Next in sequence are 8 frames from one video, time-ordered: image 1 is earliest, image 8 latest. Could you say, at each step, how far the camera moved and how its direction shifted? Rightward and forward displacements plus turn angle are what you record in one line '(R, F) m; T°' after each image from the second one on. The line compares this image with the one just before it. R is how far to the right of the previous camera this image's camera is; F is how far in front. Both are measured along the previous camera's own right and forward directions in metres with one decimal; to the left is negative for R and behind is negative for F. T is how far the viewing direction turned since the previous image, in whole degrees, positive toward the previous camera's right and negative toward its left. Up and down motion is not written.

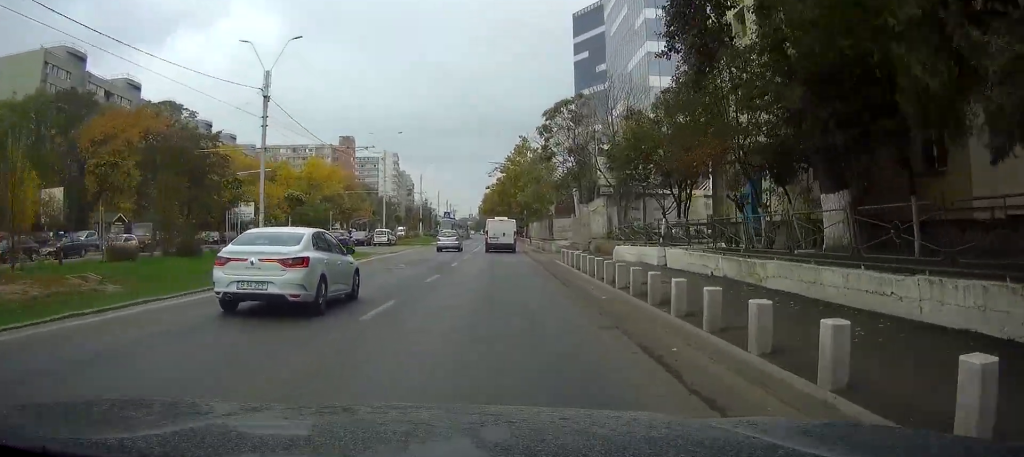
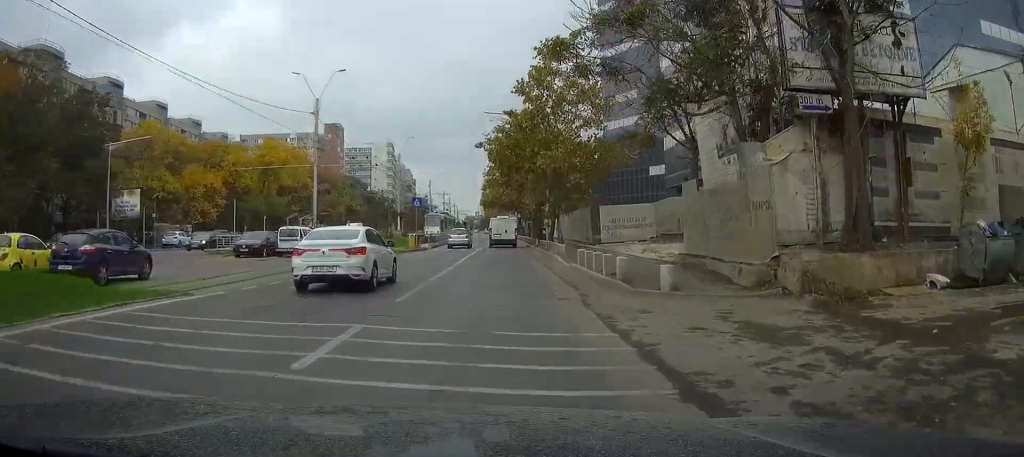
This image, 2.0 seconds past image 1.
(-0.2, +31.0) m; 0°
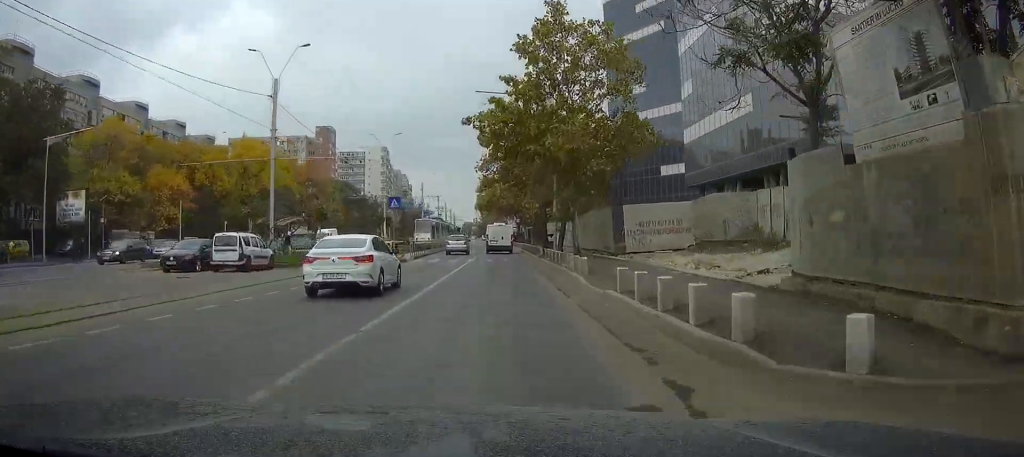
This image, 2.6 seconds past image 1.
(+0.1, +8.6) m; 0°
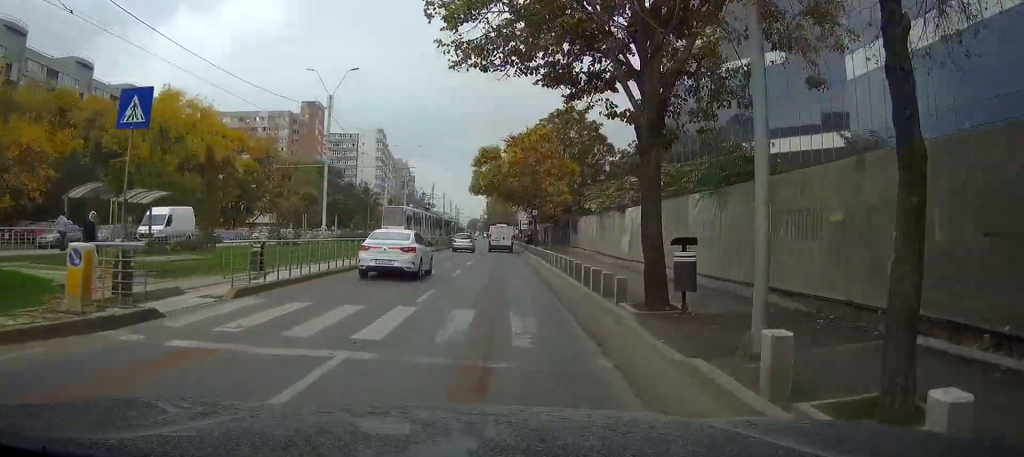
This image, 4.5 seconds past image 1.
(-0.3, +28.4) m; -1°
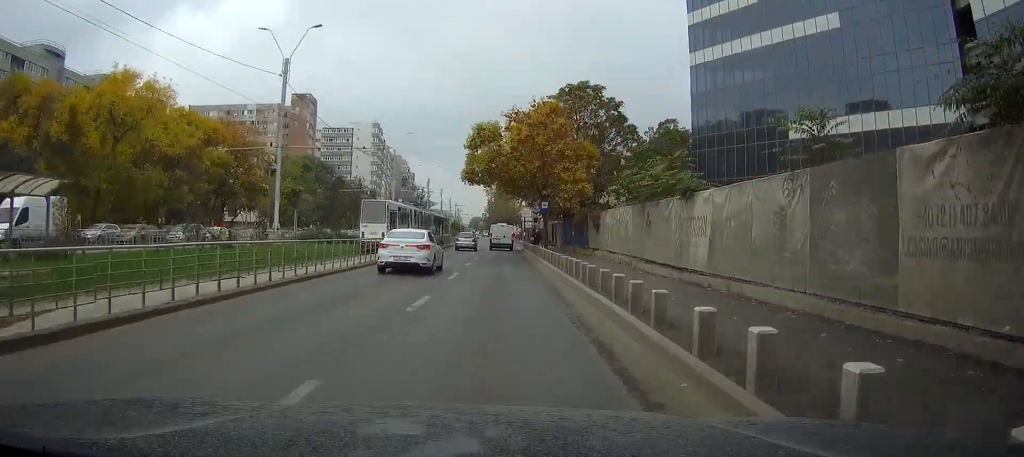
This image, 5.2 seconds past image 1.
(-0.1, +10.8) m; 0°
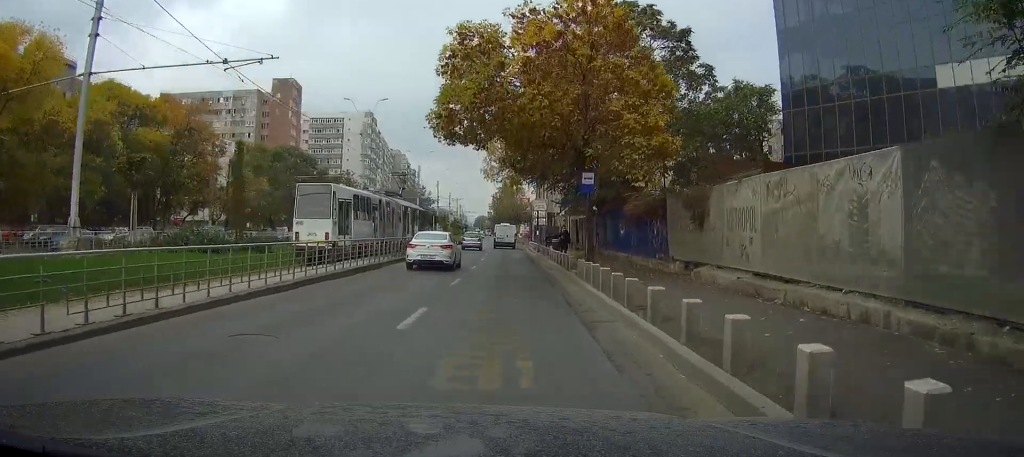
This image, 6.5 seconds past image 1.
(+0.1, +20.1) m; 0°
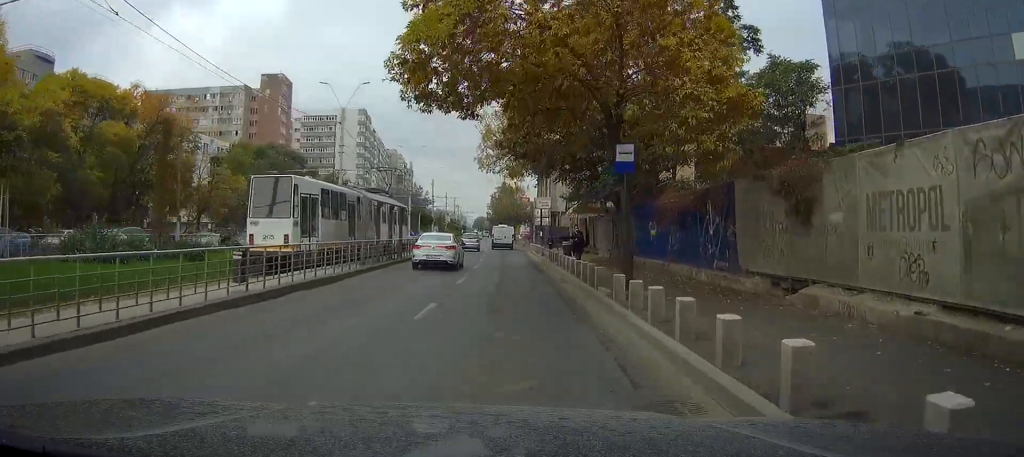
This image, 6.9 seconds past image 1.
(-0.1, +7.2) m; 0°
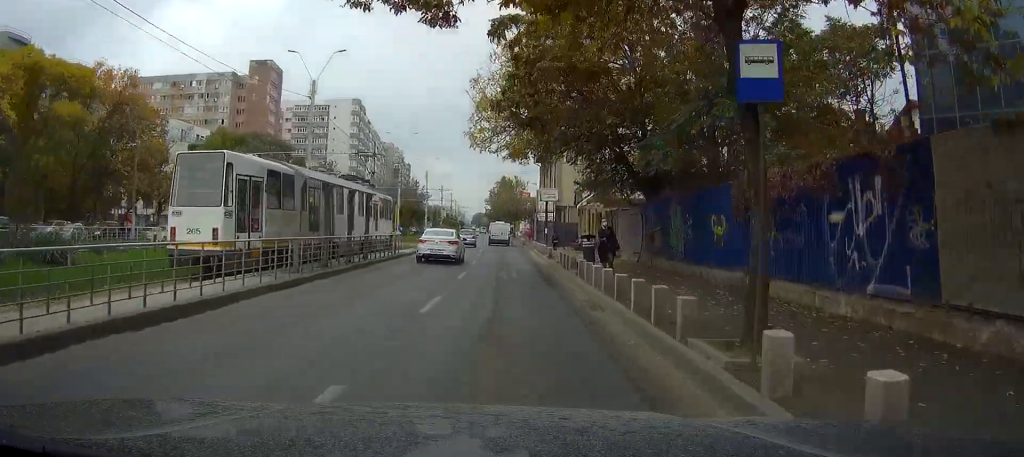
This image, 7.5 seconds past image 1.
(-0.1, +8.3) m; 0°
